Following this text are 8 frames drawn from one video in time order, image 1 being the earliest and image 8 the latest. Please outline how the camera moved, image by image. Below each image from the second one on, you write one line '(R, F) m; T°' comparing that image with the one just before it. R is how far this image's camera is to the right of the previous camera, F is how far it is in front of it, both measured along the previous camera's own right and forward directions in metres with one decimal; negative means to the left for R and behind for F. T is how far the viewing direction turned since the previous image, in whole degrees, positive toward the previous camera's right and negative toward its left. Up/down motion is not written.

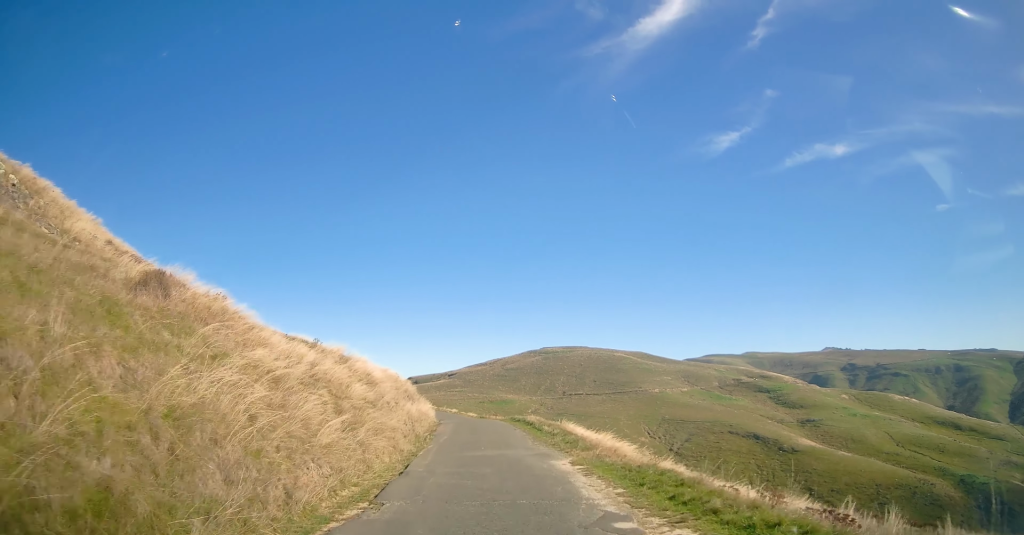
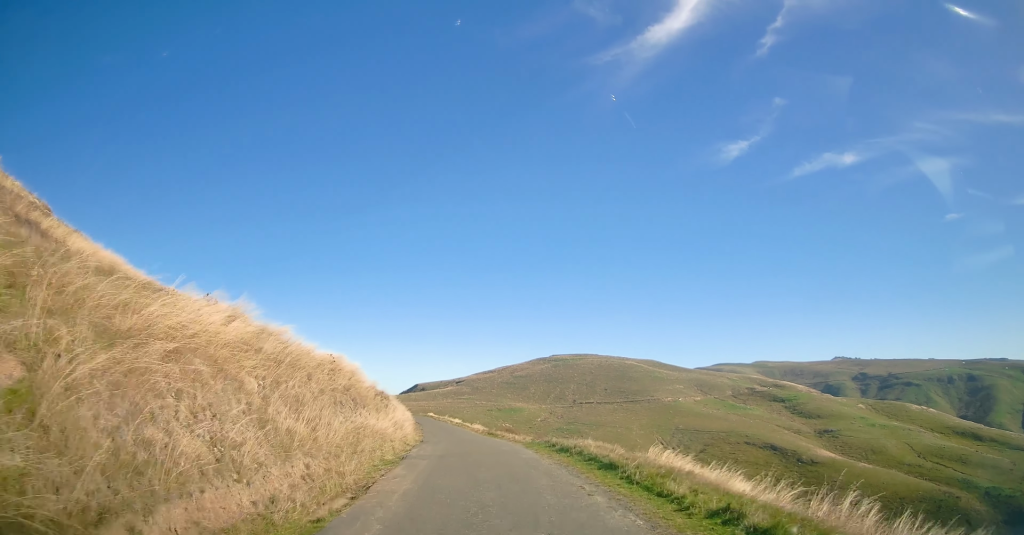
(-0.5, +15.7) m; -3°
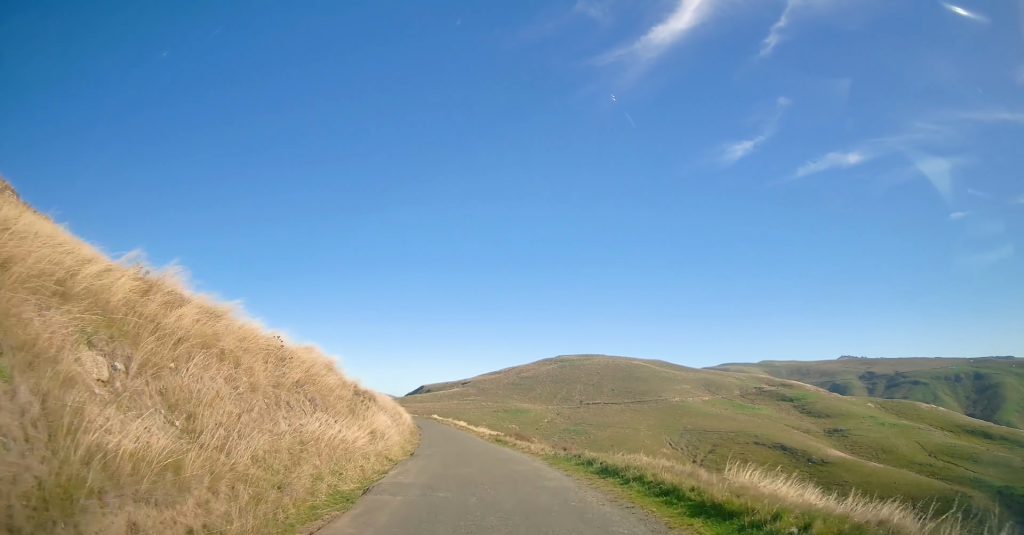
(-0.4, +5.1) m; +1°
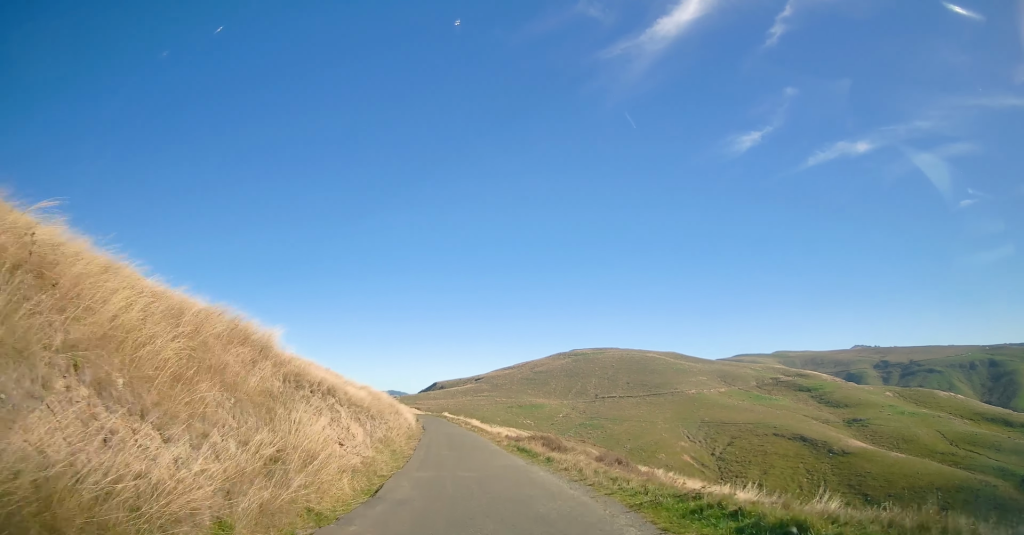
(+0.4, +8.0) m; 0°
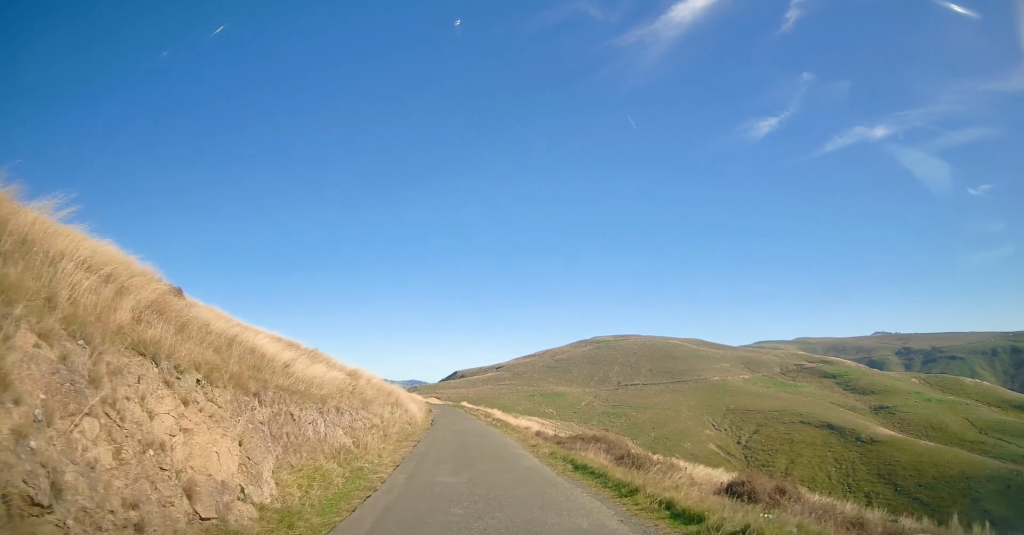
(+0.2, +9.4) m; -2°
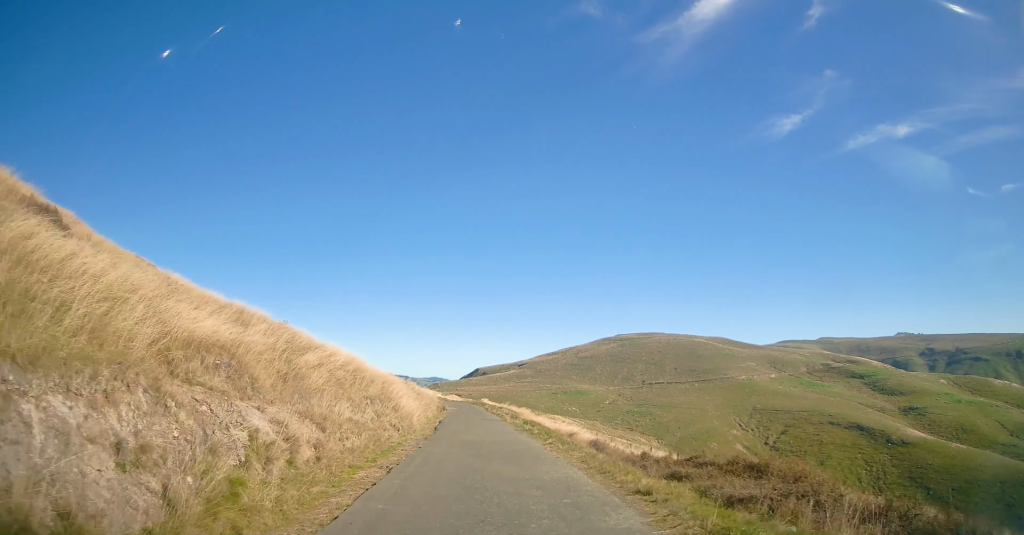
(-0.8, +10.9) m; -5°
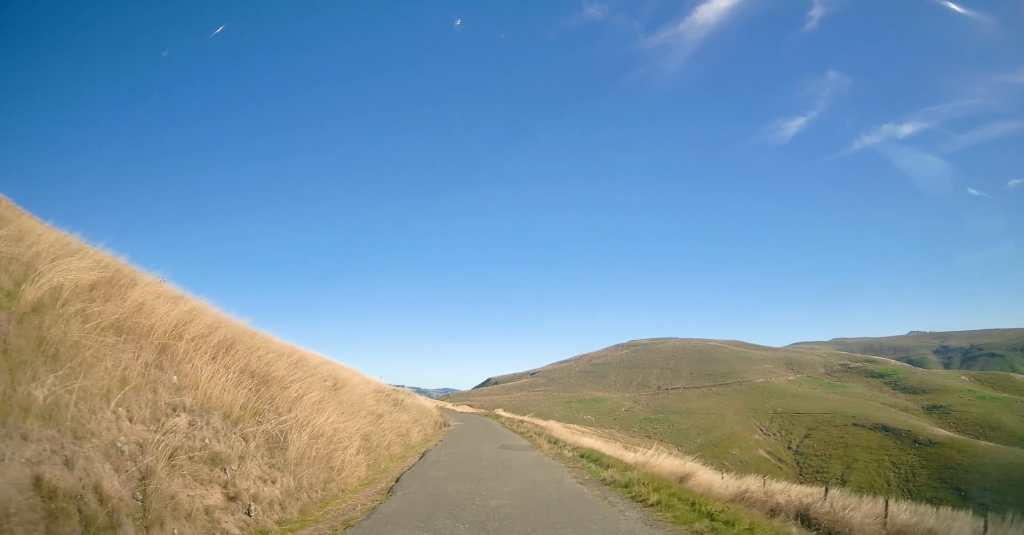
(-0.1, +13.6) m; +2°
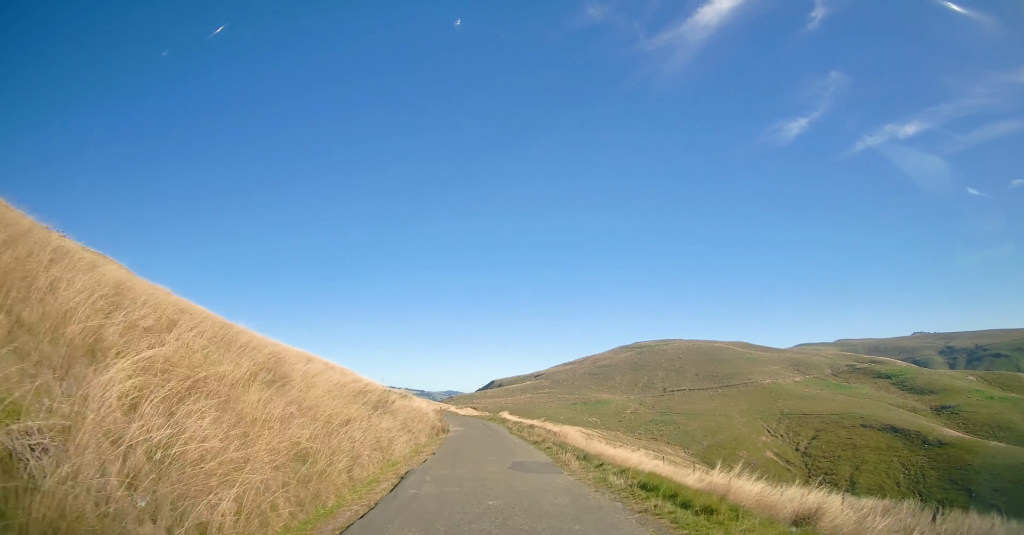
(0.0, +5.3) m; +2°
